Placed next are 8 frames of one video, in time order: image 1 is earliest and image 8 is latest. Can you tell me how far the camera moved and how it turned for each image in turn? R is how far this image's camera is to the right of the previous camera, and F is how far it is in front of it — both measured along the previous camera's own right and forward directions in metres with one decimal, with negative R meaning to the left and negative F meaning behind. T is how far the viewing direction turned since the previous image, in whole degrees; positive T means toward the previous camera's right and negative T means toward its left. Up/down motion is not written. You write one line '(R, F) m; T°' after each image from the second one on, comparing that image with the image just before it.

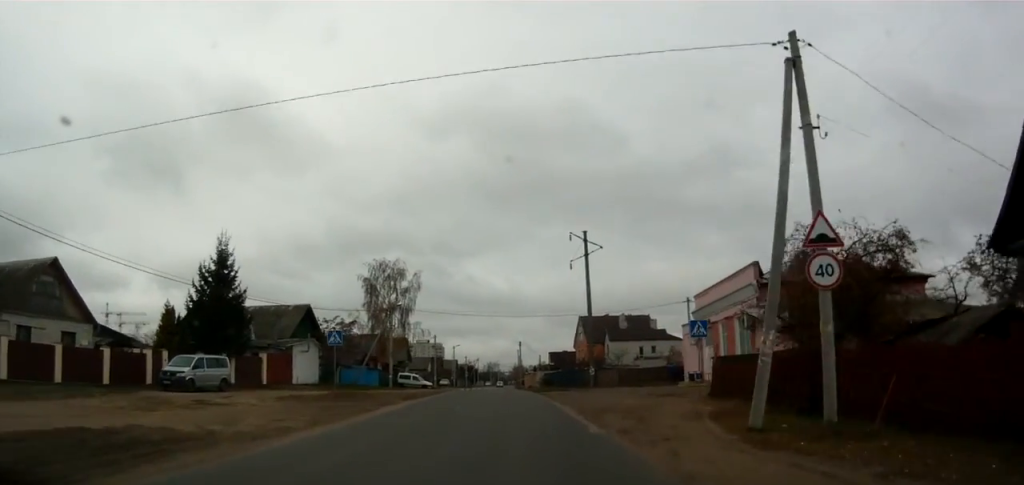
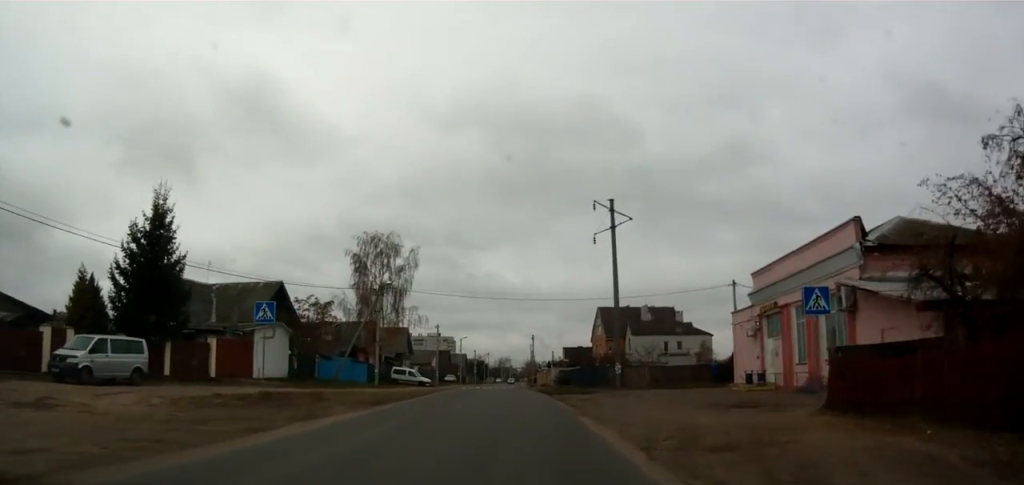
(-0.2, +9.9) m; -3°
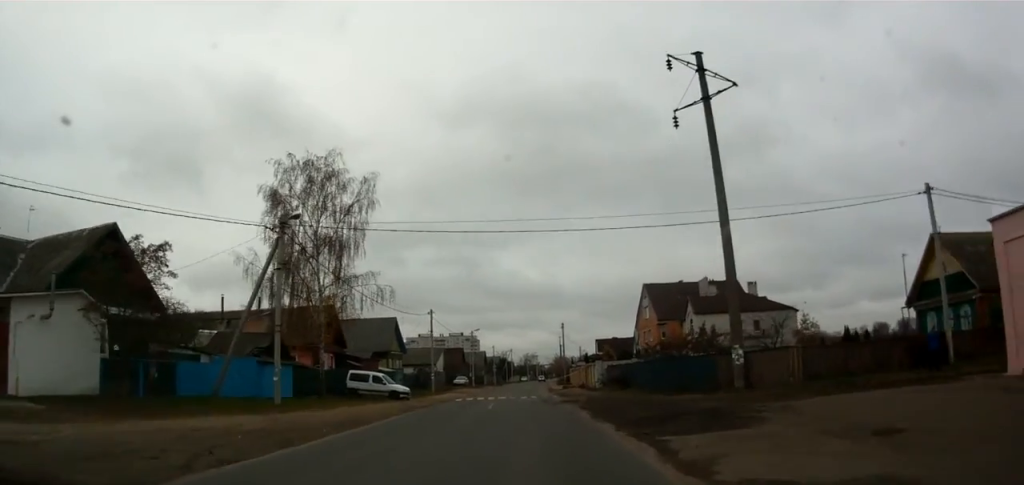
(-0.1, +23.1) m; 0°
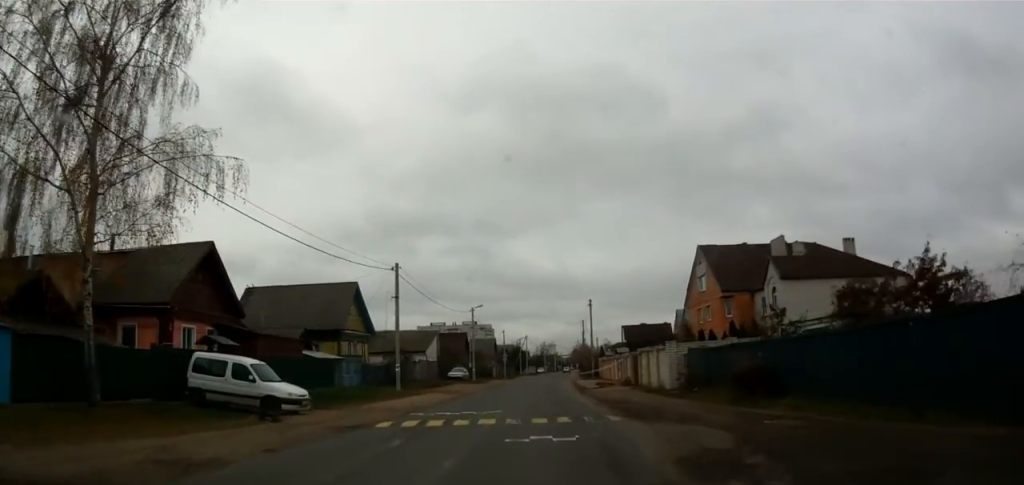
(-0.7, +20.2) m; -2°
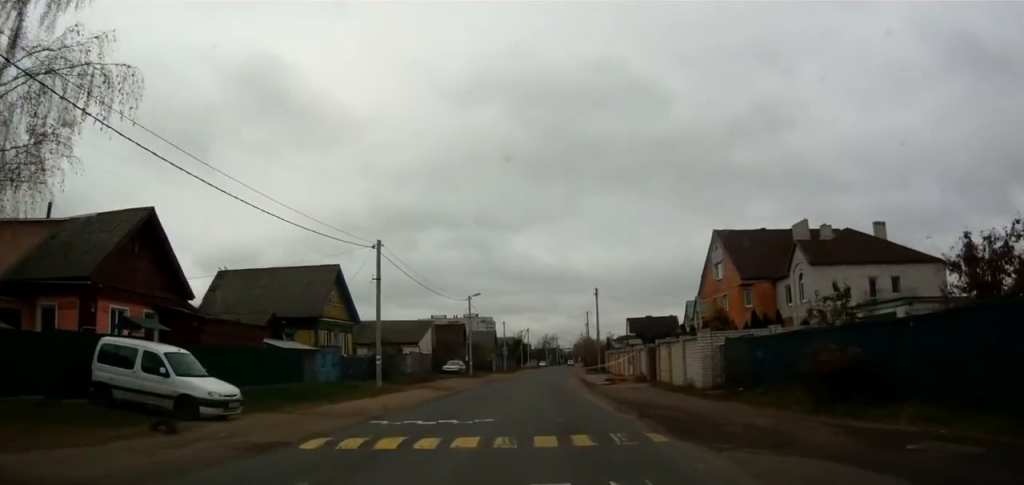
(0.0, +4.9) m; 0°
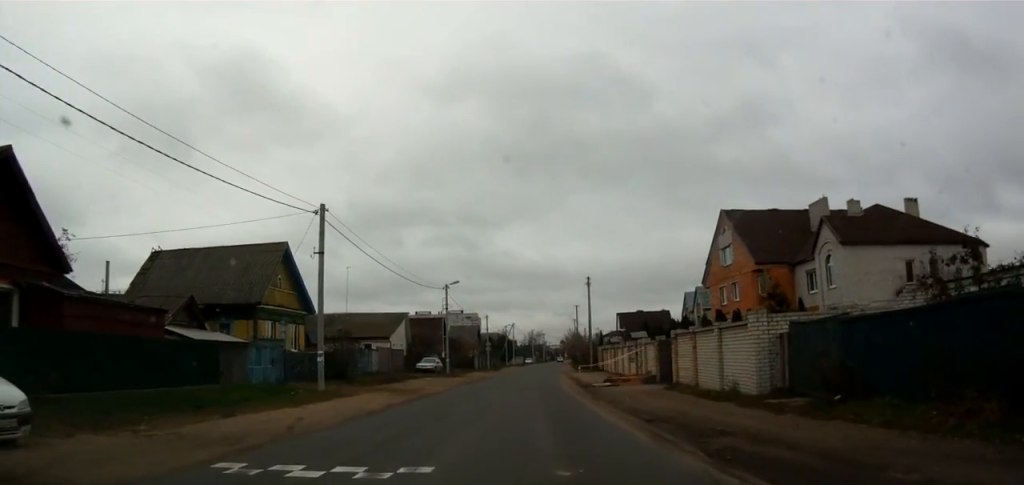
(0.0, +7.9) m; 0°
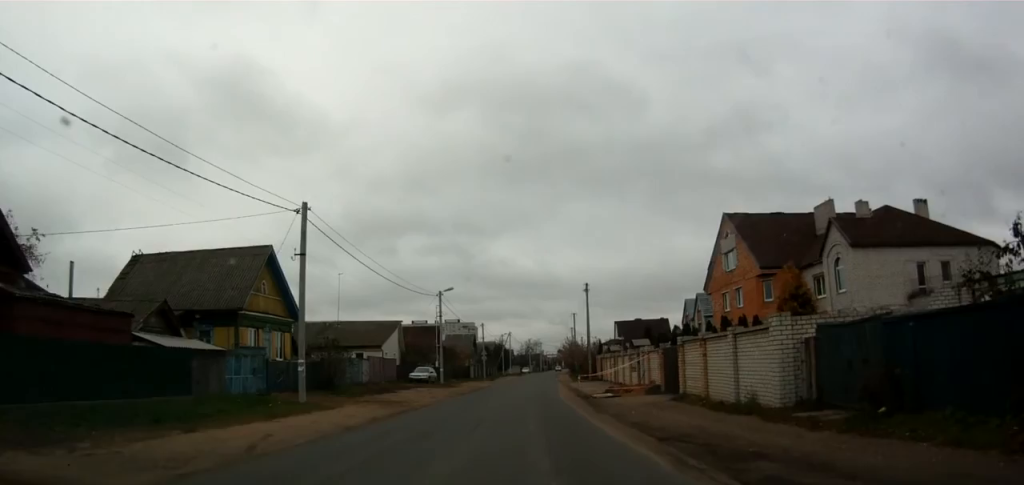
(0.0, +2.8) m; 0°
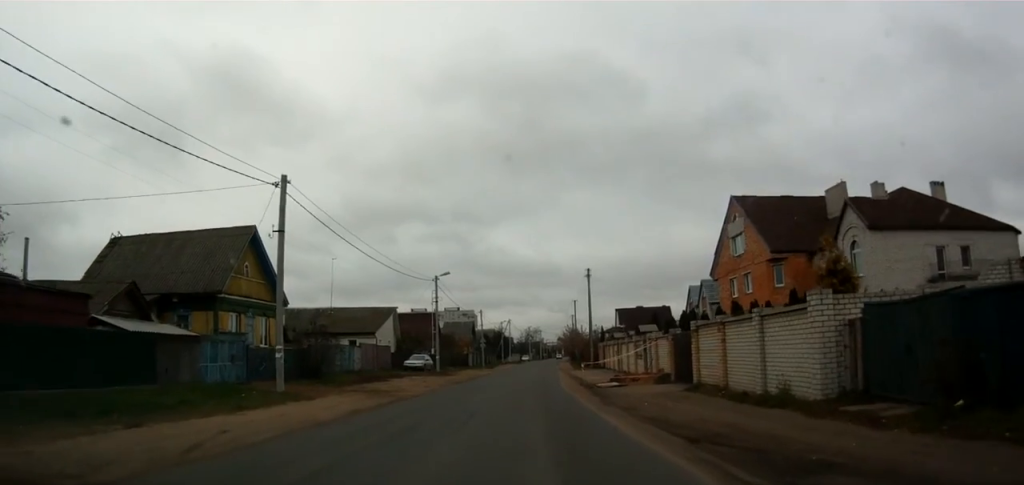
(0.0, +2.8) m; 0°
